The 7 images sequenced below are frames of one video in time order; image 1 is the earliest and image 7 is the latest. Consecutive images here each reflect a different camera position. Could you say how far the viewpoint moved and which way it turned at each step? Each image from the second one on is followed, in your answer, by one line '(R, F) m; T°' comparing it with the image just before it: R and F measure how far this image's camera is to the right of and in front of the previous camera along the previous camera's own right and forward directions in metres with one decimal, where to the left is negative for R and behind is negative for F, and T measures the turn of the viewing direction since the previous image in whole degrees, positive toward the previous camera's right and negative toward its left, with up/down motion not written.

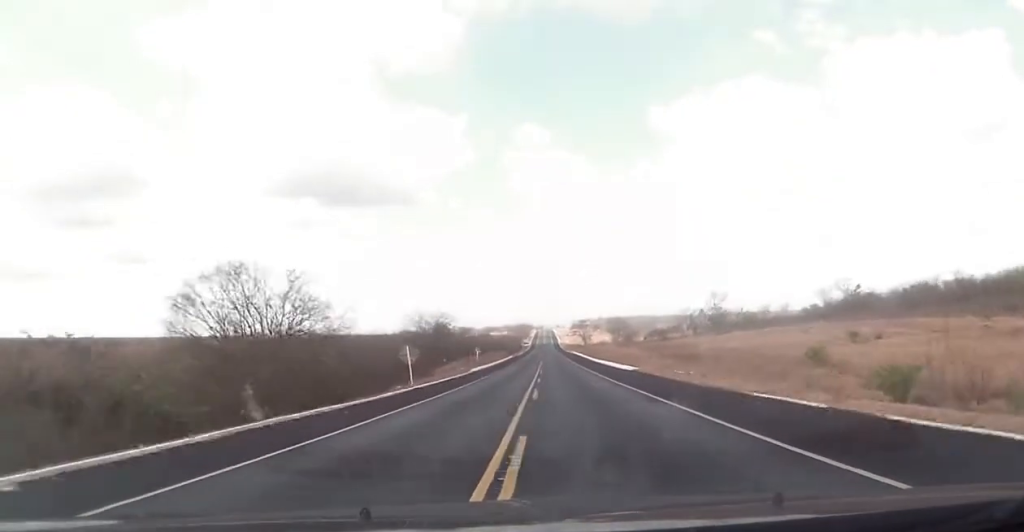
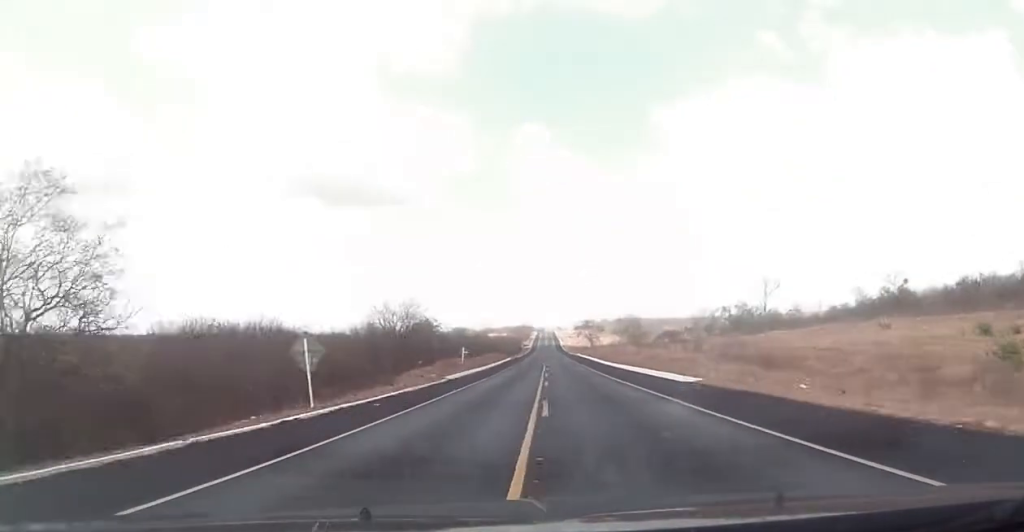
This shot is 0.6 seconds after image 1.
(0.0, +18.8) m; 0°
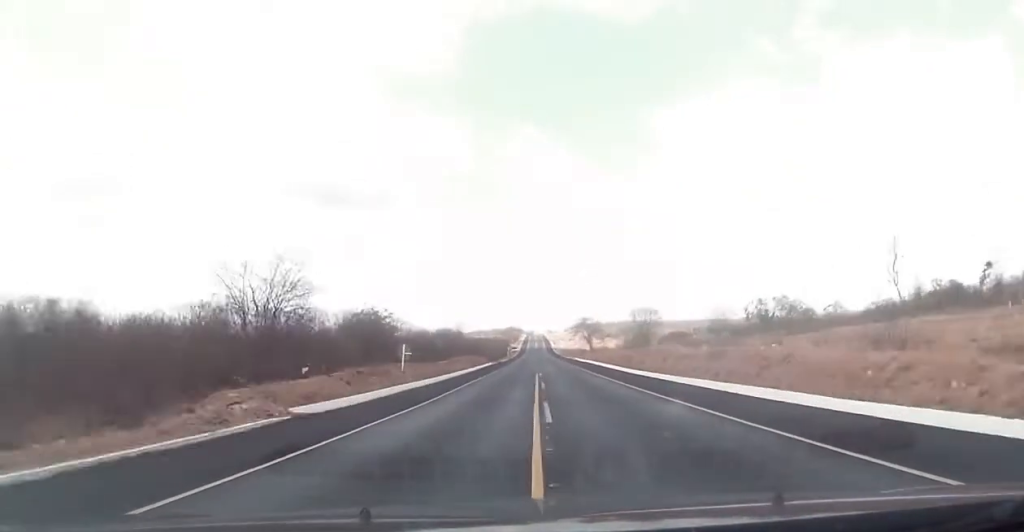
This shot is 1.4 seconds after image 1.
(0.0, +27.7) m; 0°
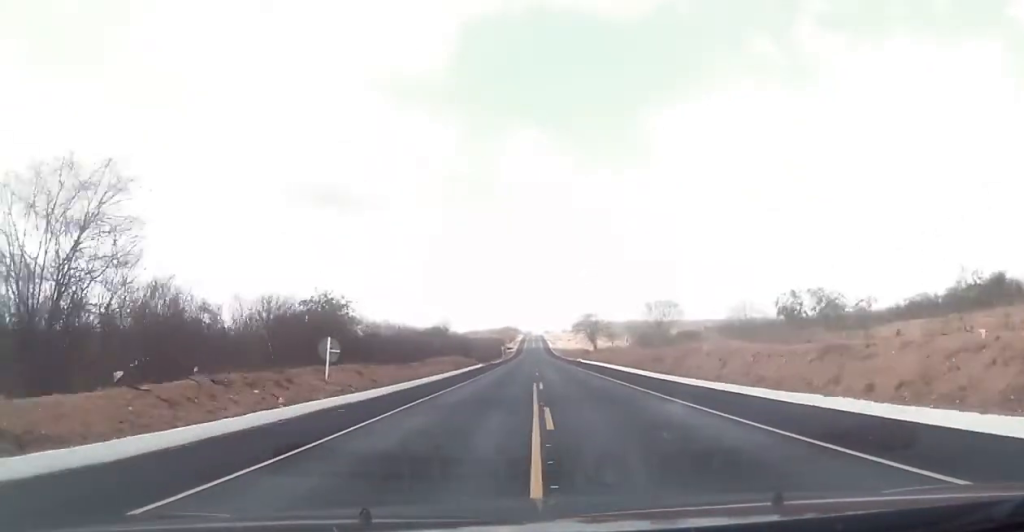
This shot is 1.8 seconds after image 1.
(-0.1, +14.5) m; 0°
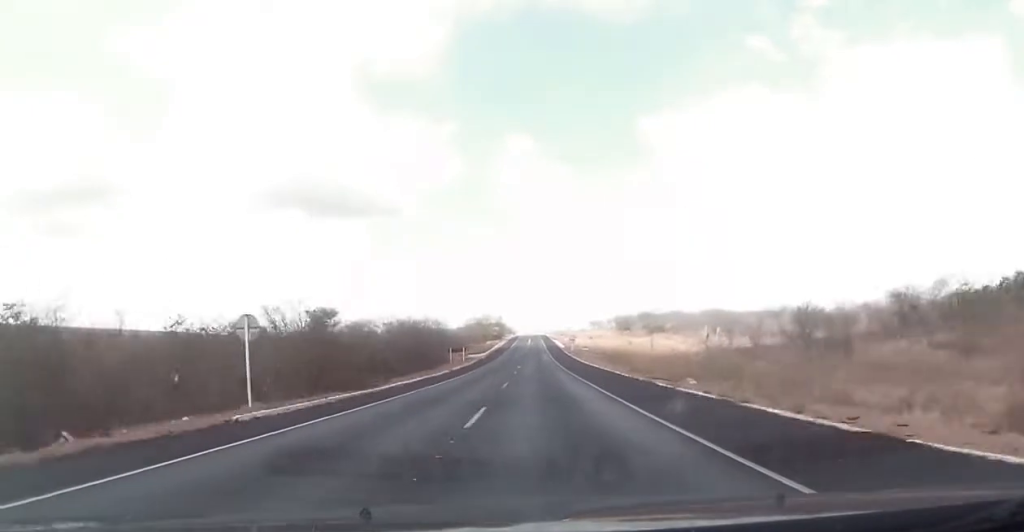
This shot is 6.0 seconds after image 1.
(+1.6, +138.9) m; +1°
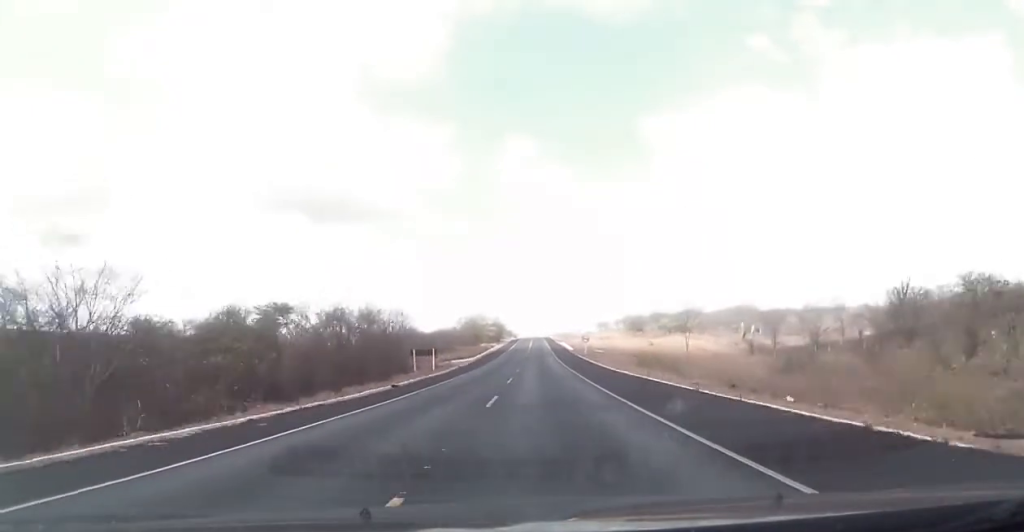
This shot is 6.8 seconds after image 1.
(+0.1, +25.6) m; 0°
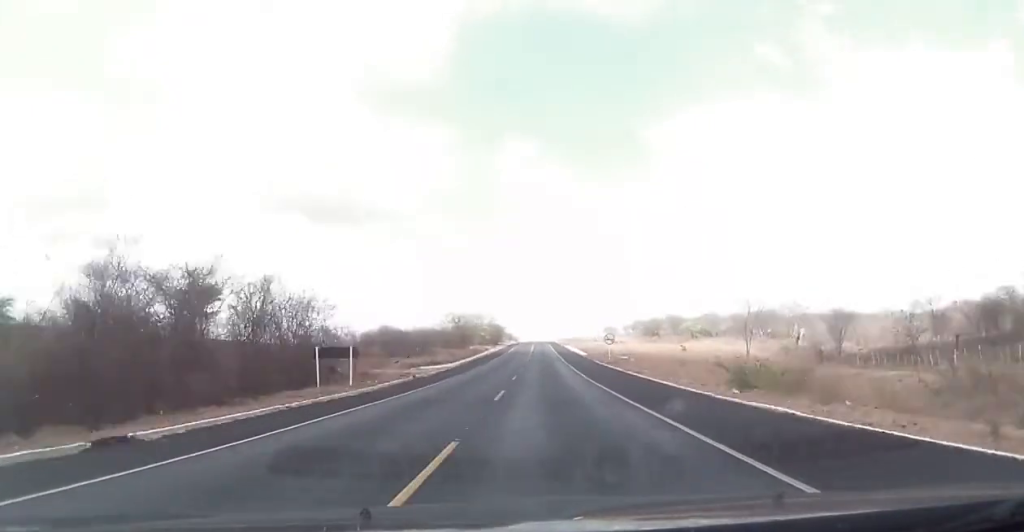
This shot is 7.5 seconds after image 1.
(-0.2, +25.5) m; -1°
